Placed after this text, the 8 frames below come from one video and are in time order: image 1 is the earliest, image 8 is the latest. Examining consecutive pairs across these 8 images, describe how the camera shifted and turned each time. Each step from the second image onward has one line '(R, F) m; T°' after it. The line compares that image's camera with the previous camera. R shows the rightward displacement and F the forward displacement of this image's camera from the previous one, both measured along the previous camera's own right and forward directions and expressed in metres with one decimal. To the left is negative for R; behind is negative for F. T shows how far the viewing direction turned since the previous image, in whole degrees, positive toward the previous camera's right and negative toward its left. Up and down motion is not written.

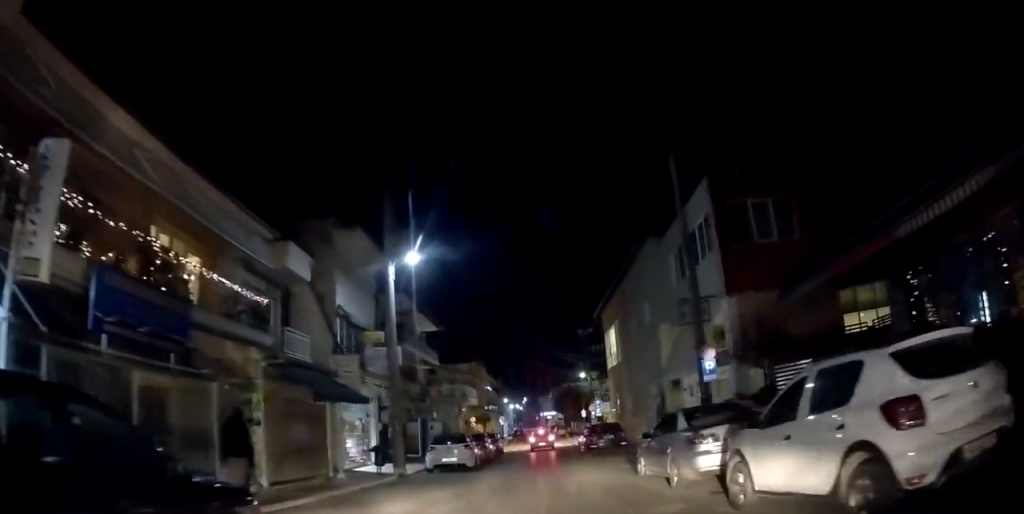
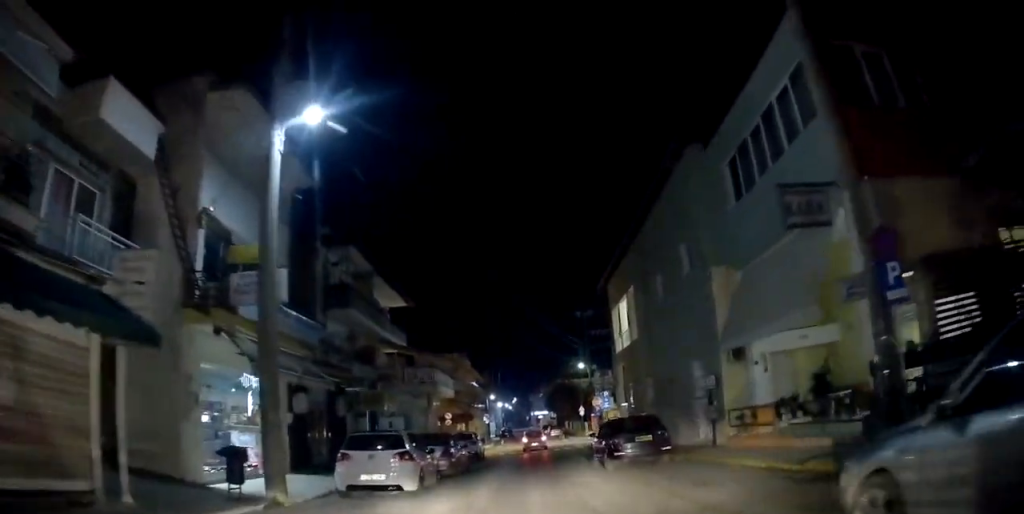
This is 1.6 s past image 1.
(-0.1, +9.3) m; -1°
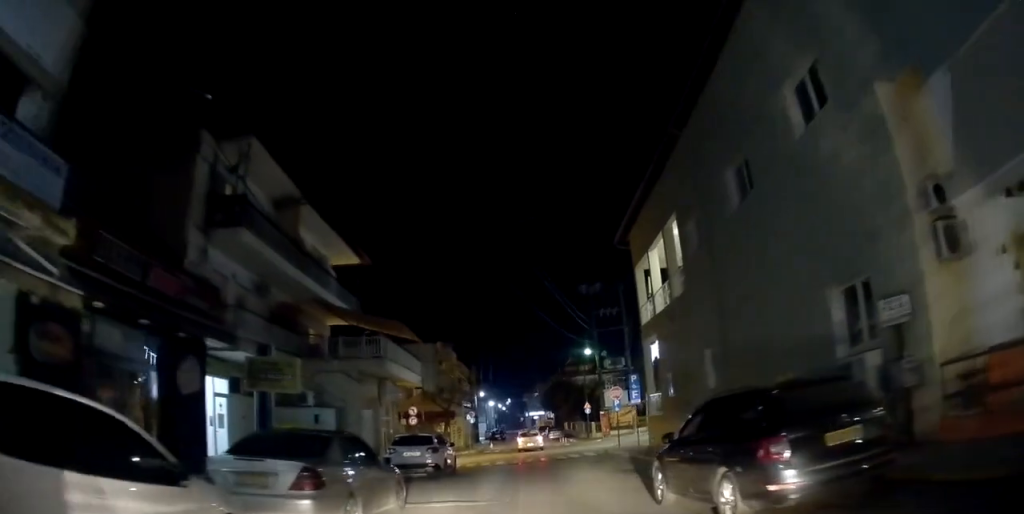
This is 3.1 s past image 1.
(-0.2, +10.2) m; 0°
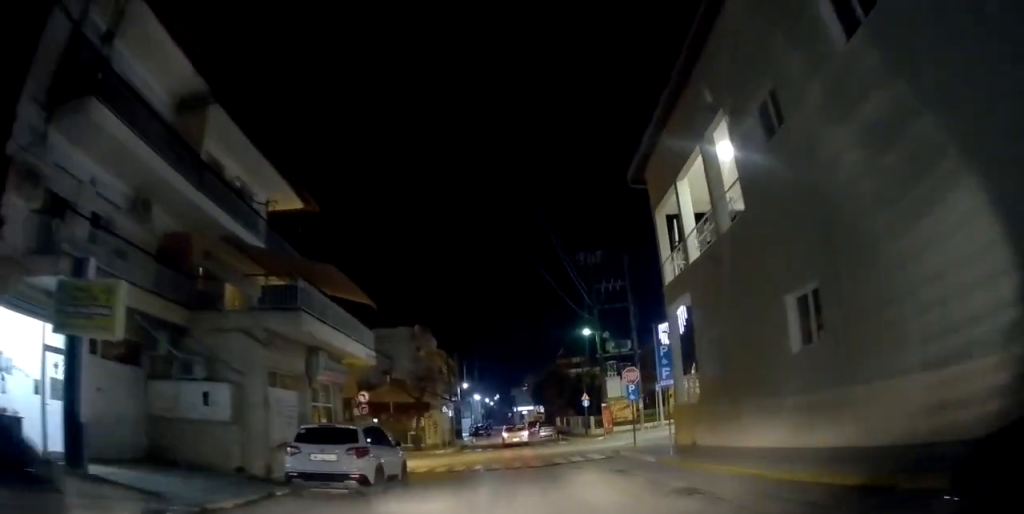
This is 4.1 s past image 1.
(+0.2, +6.6) m; -1°
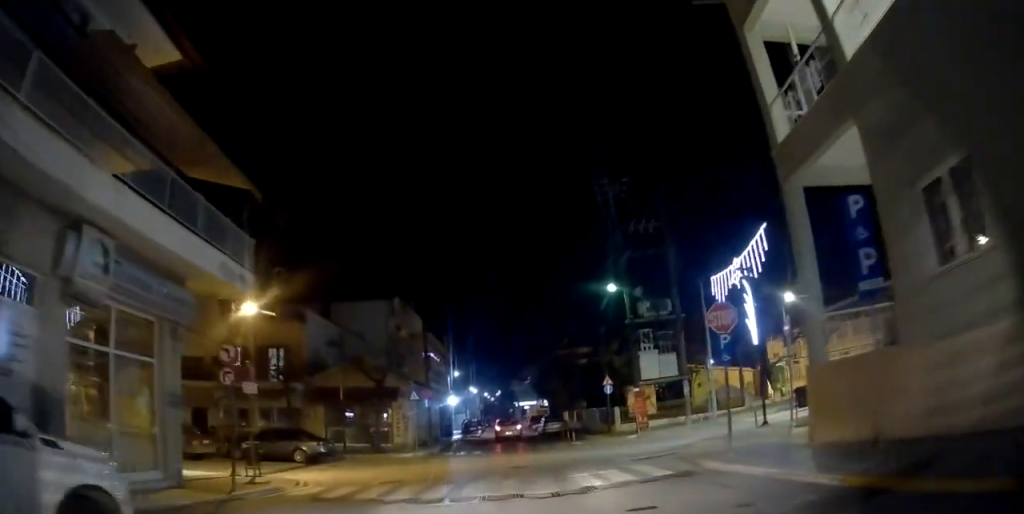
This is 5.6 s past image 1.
(-0.5, +9.6) m; +1°
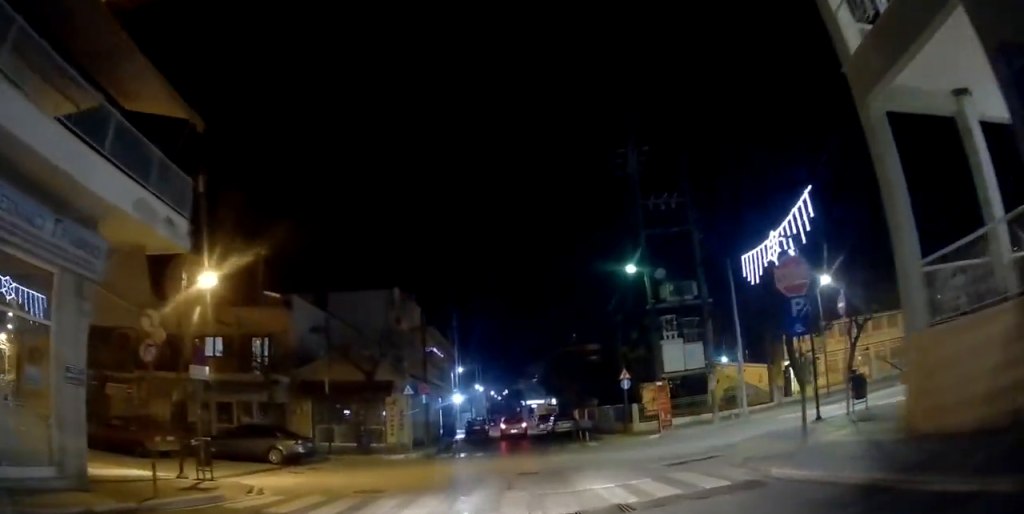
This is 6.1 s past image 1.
(+0.1, +2.8) m; +2°
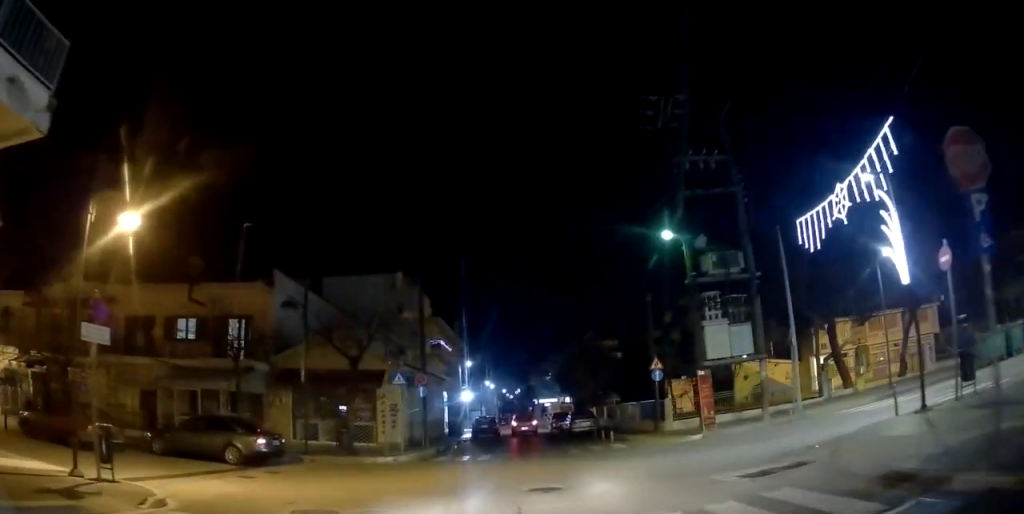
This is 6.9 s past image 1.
(+0.3, +3.9) m; 0°
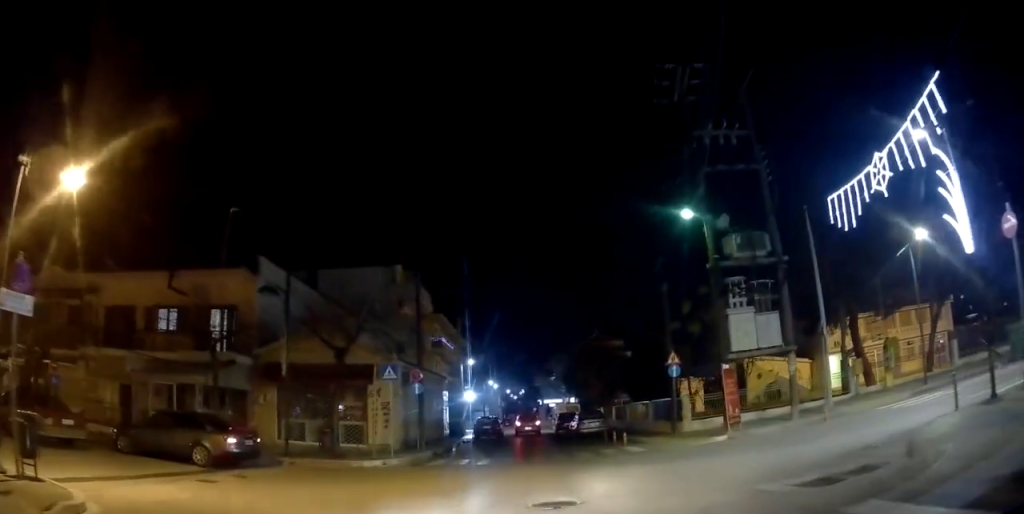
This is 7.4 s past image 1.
(-0.2, +1.9) m; -4°
